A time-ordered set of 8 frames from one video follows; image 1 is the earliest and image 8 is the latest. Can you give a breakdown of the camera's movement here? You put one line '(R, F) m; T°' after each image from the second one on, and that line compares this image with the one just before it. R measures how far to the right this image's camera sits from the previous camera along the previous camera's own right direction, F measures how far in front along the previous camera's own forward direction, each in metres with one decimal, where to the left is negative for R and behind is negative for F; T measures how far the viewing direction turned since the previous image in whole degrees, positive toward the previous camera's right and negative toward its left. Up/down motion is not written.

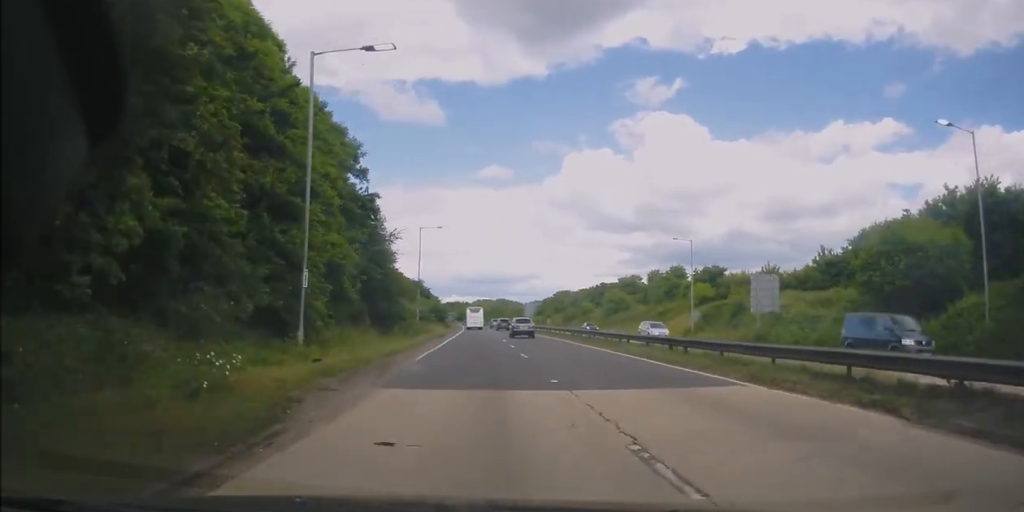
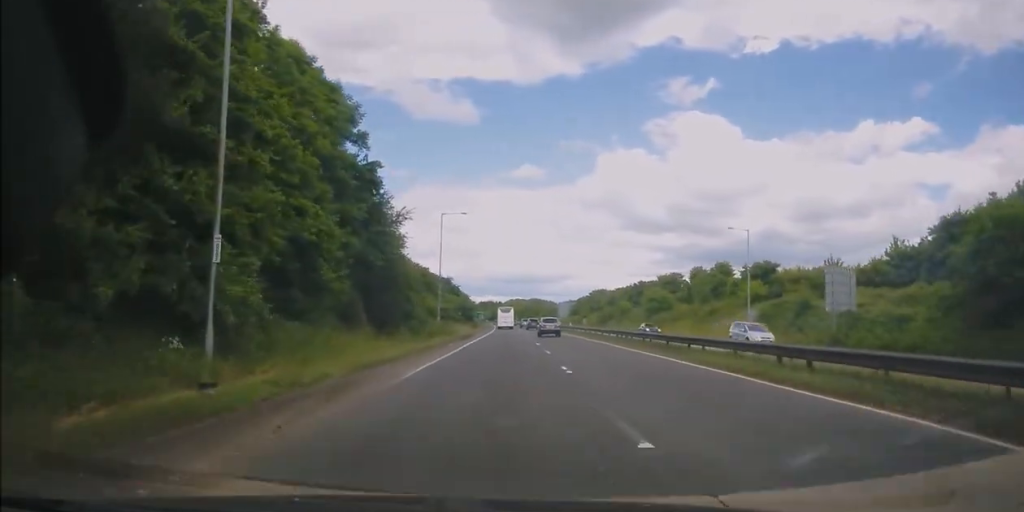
(-0.5, +7.2) m; -2°
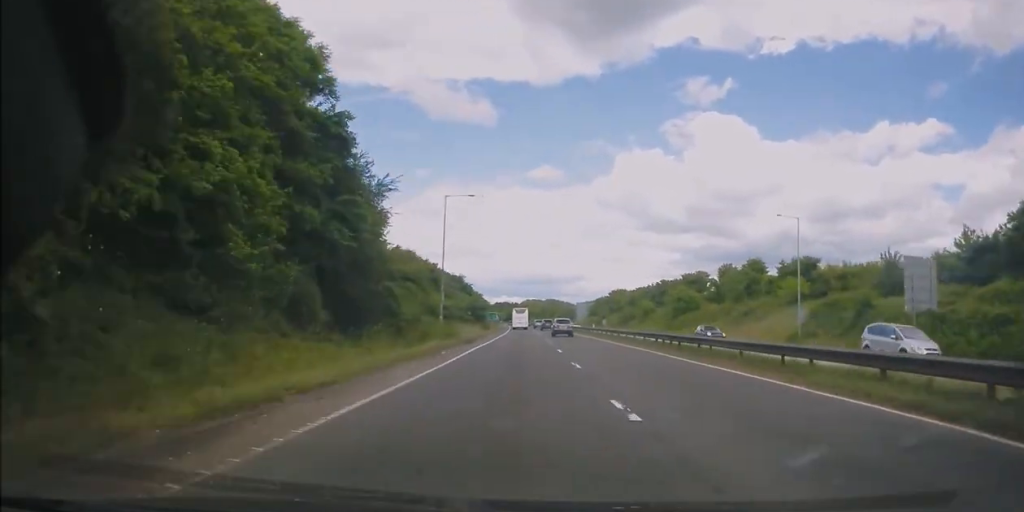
(-0.3, +7.3) m; -1°
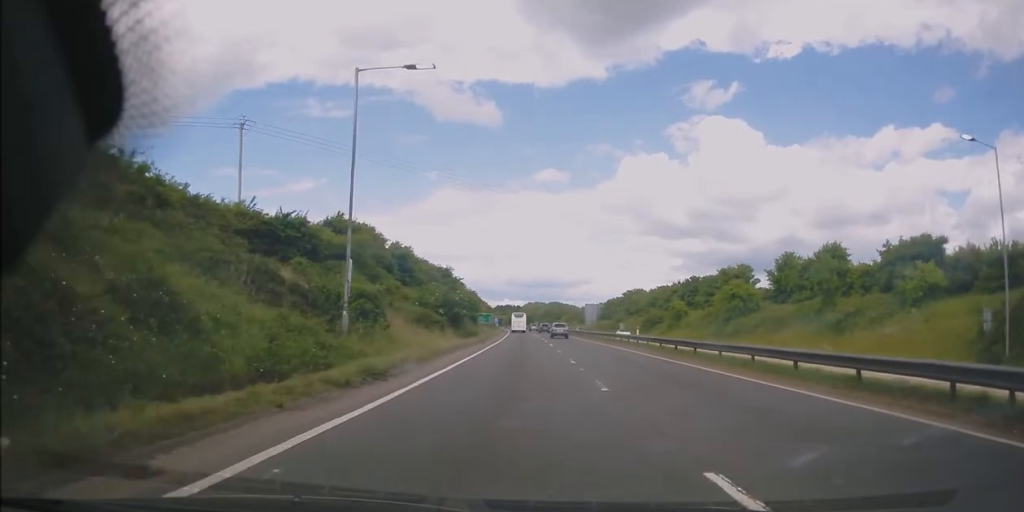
(-0.2, +23.0) m; -1°
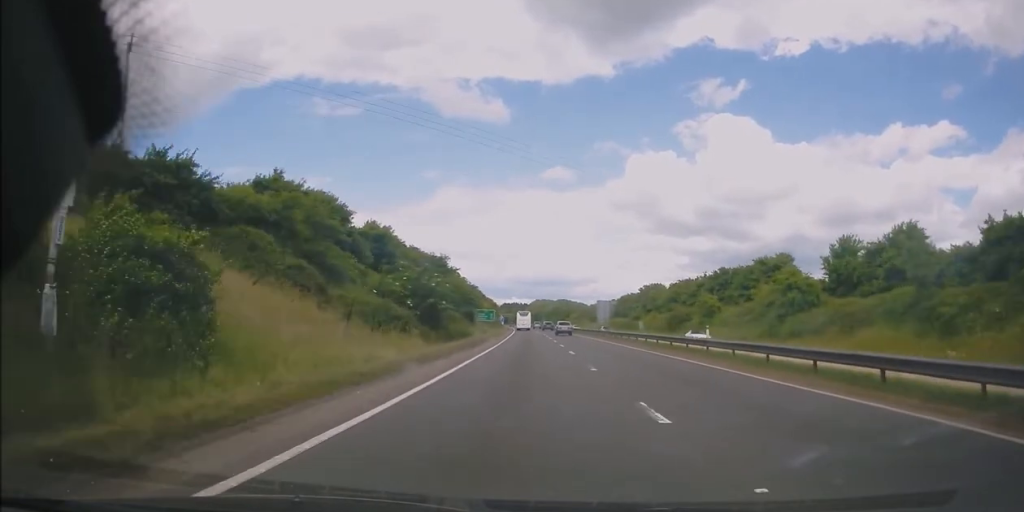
(0.0, +13.5) m; 0°
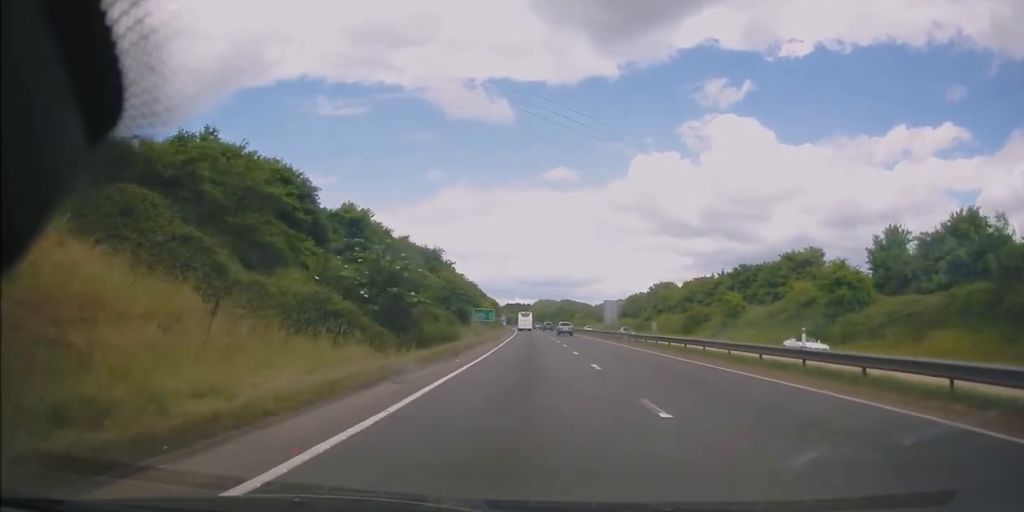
(+0.1, +8.5) m; 0°
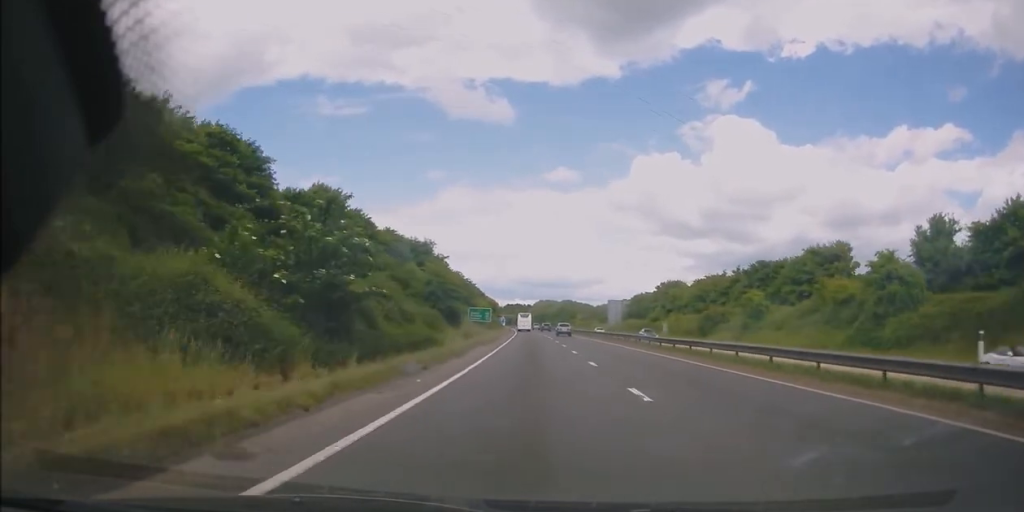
(-0.1, +7.2) m; 0°
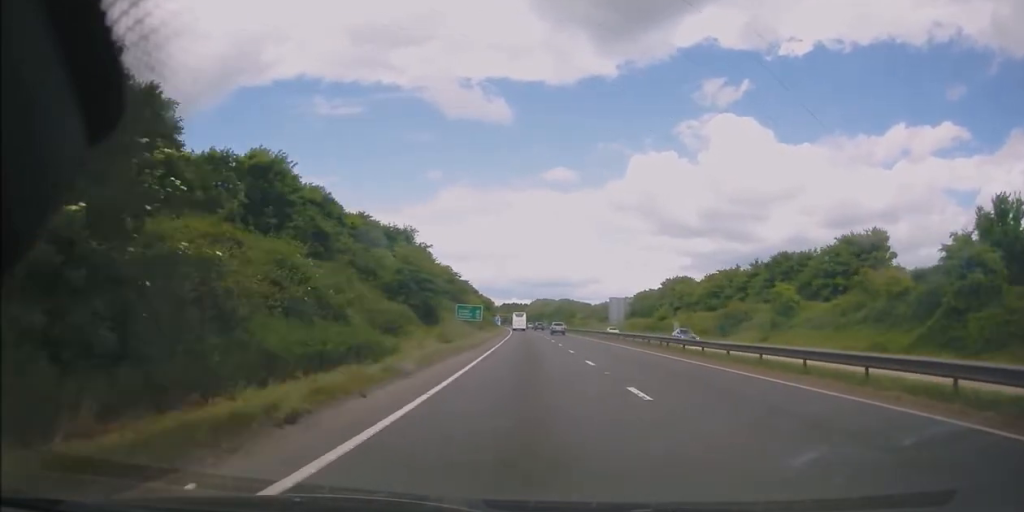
(-0.1, +8.9) m; 0°
